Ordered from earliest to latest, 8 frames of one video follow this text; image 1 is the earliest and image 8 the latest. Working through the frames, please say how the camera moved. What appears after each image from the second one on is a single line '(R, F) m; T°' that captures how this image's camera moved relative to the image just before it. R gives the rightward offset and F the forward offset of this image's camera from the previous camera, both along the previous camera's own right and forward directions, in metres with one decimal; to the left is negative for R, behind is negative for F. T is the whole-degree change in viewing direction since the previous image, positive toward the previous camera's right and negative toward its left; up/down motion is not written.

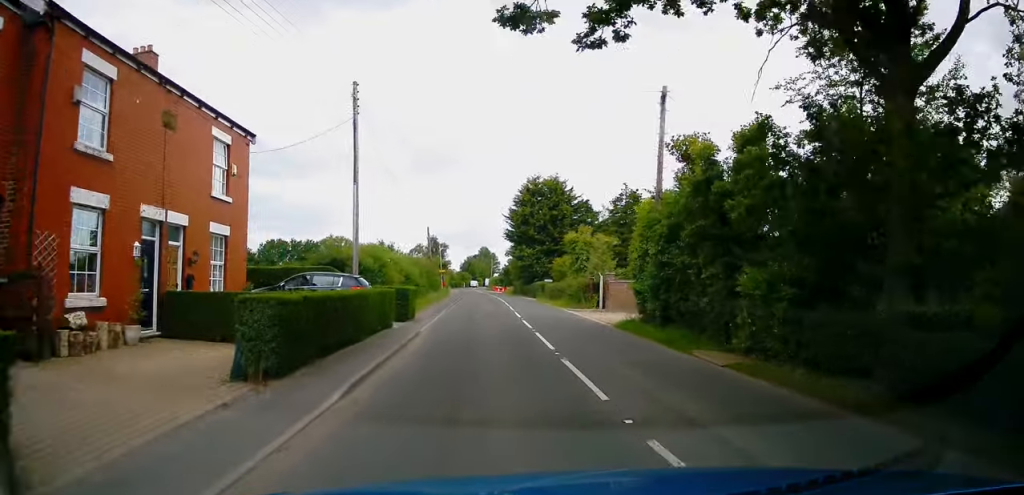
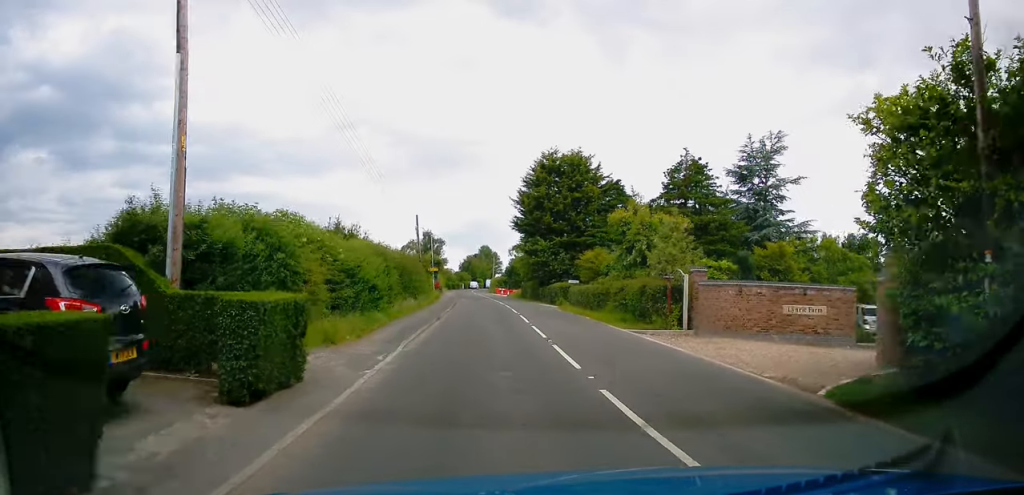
(-0.2, +14.1) m; 0°
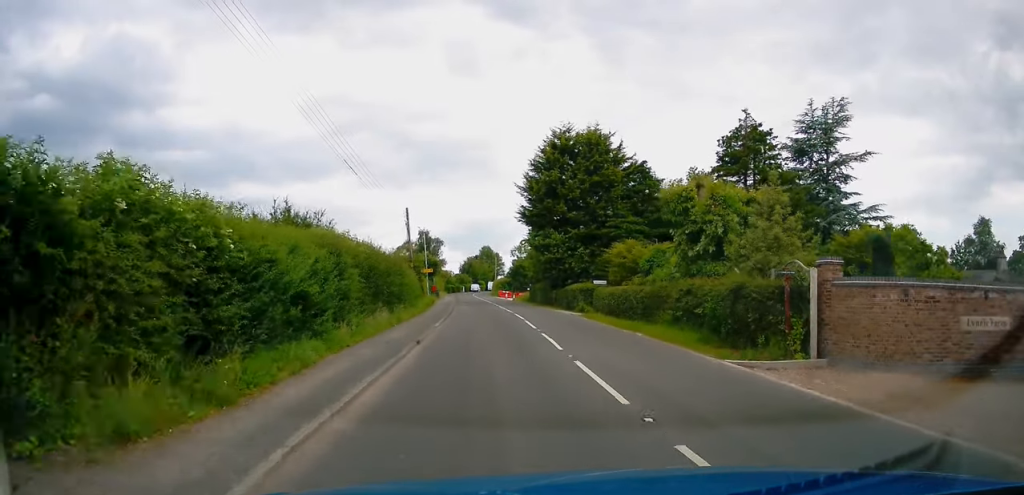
(+0.2, +8.2) m; 0°
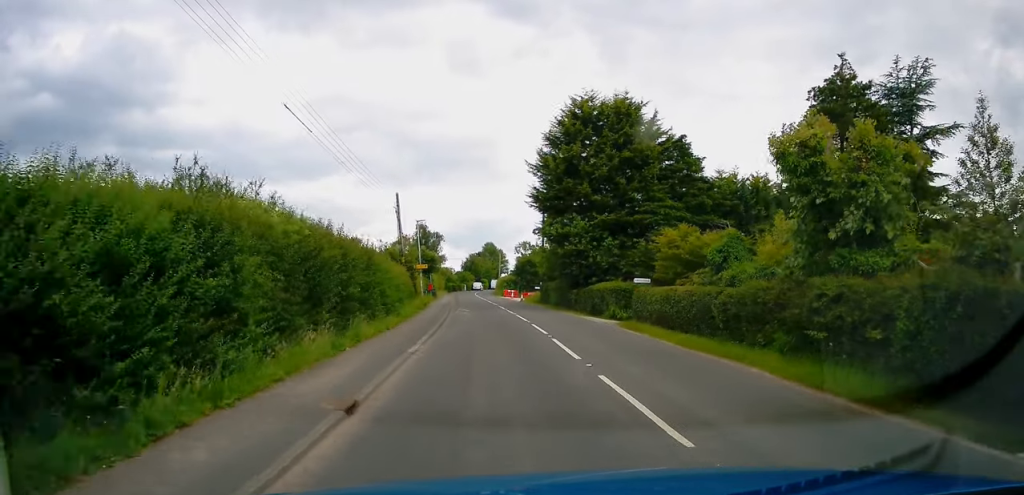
(0.0, +7.4) m; 0°
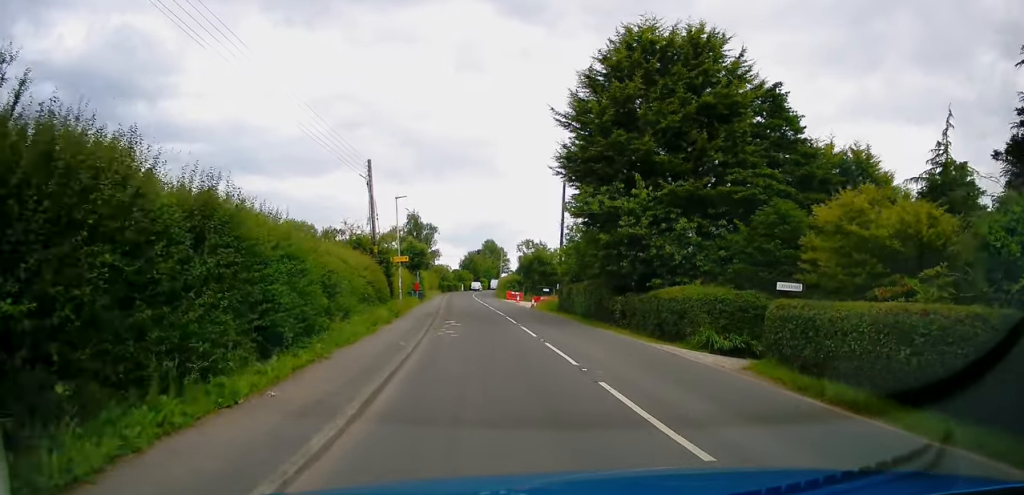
(-0.2, +11.8) m; -1°
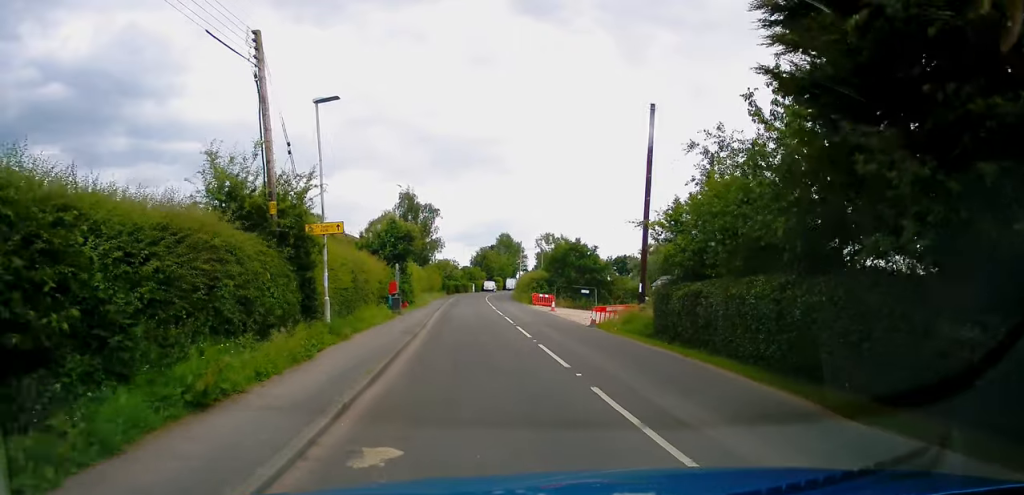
(+0.1, +17.7) m; 0°
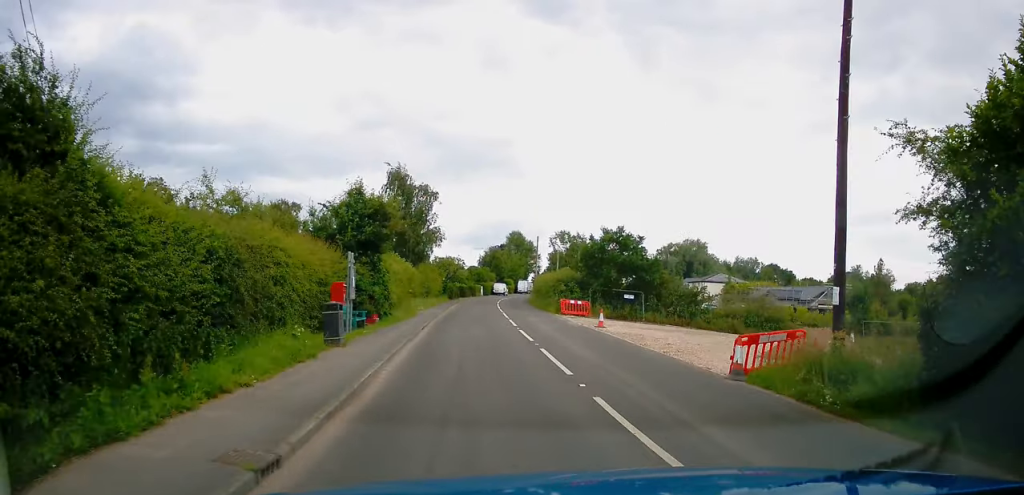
(-0.1, +12.4) m; -1°
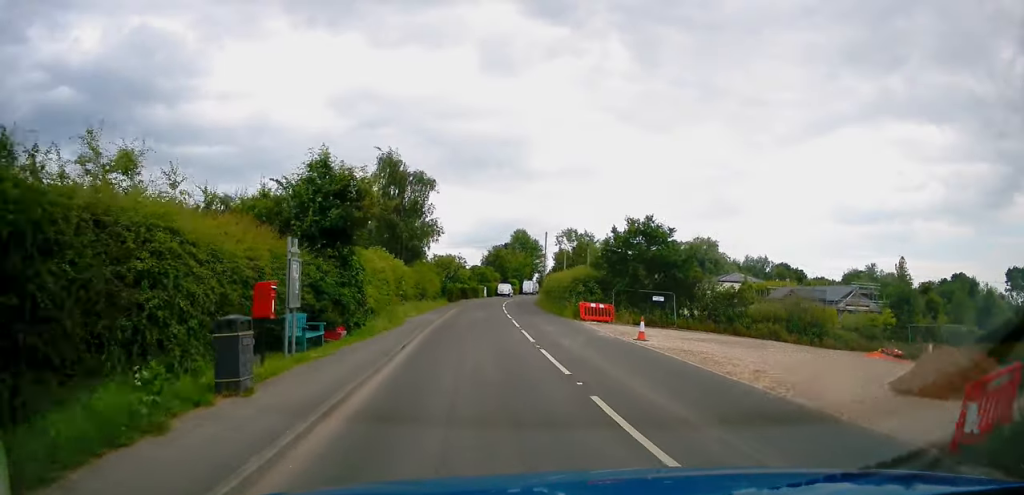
(-0.1, +5.4) m; 0°
